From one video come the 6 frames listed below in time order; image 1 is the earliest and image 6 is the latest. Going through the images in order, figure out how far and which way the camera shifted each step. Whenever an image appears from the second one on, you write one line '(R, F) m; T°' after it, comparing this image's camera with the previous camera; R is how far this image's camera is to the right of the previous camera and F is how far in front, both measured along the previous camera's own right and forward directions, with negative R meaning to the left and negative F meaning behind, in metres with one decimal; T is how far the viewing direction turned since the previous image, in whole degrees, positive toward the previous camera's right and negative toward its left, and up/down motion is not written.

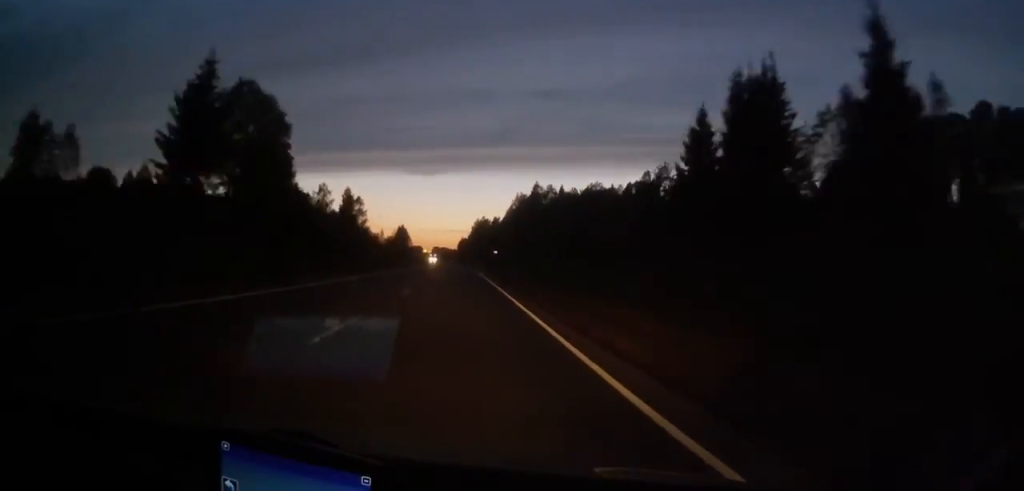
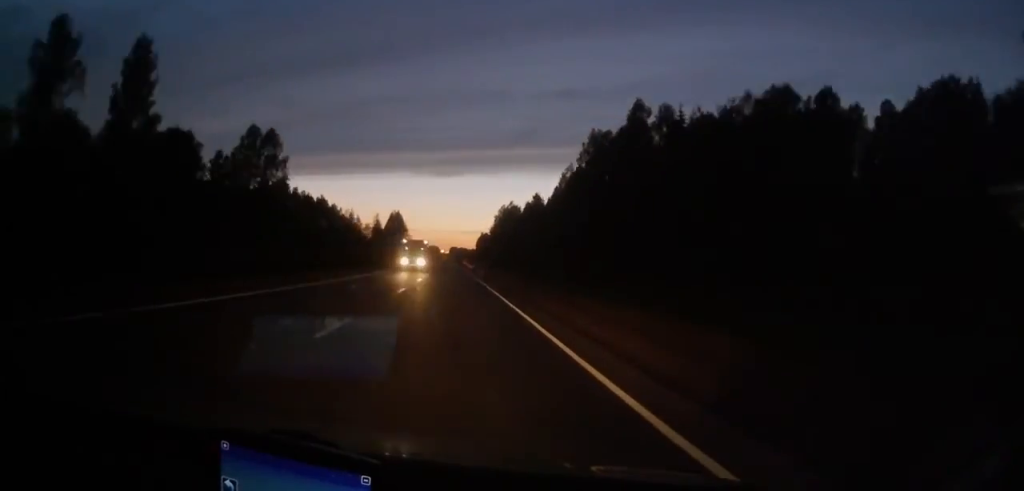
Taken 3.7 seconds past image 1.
(-1.8, +89.9) m; -2°
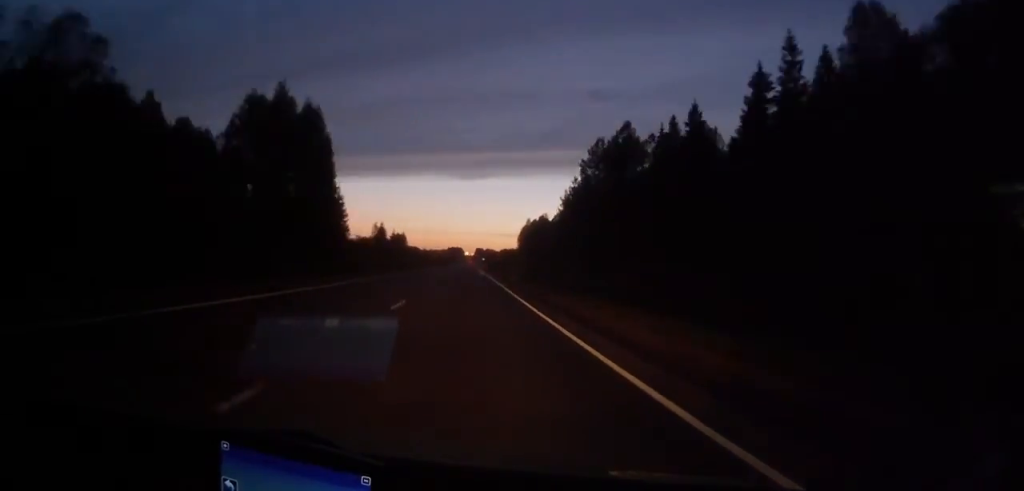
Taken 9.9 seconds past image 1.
(-4.0, +198.9) m; -2°
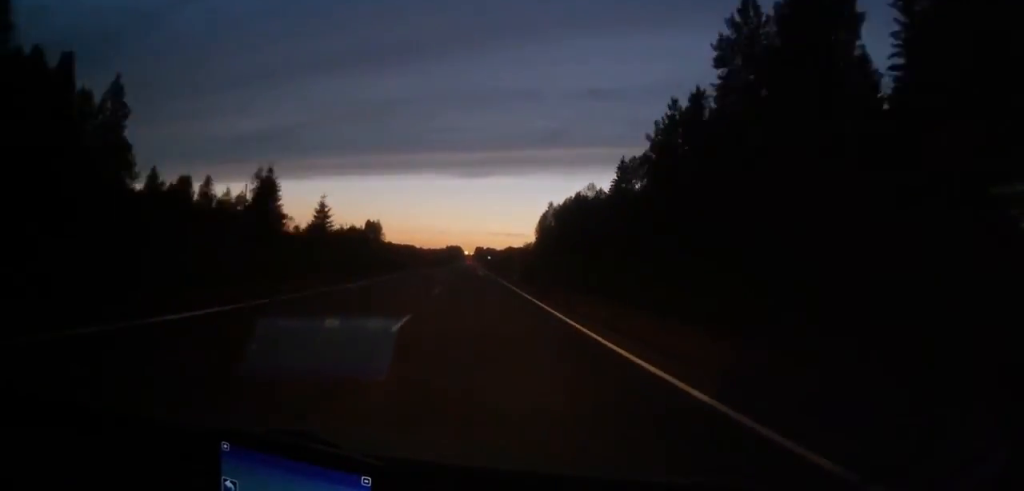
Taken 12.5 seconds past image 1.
(-0.3, +79.0) m; 0°
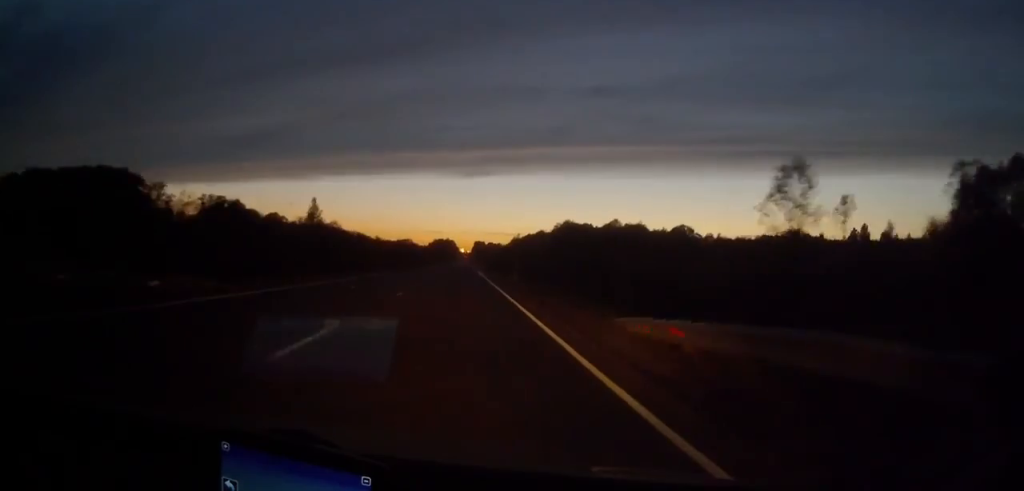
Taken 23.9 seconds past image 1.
(+1.8, +315.2) m; 0°
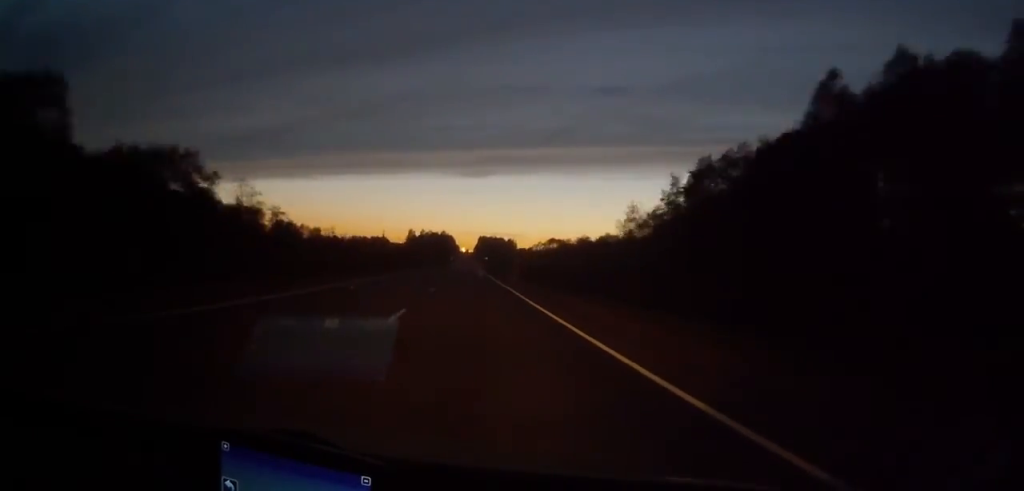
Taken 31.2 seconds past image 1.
(0.0, +201.9) m; 0°
